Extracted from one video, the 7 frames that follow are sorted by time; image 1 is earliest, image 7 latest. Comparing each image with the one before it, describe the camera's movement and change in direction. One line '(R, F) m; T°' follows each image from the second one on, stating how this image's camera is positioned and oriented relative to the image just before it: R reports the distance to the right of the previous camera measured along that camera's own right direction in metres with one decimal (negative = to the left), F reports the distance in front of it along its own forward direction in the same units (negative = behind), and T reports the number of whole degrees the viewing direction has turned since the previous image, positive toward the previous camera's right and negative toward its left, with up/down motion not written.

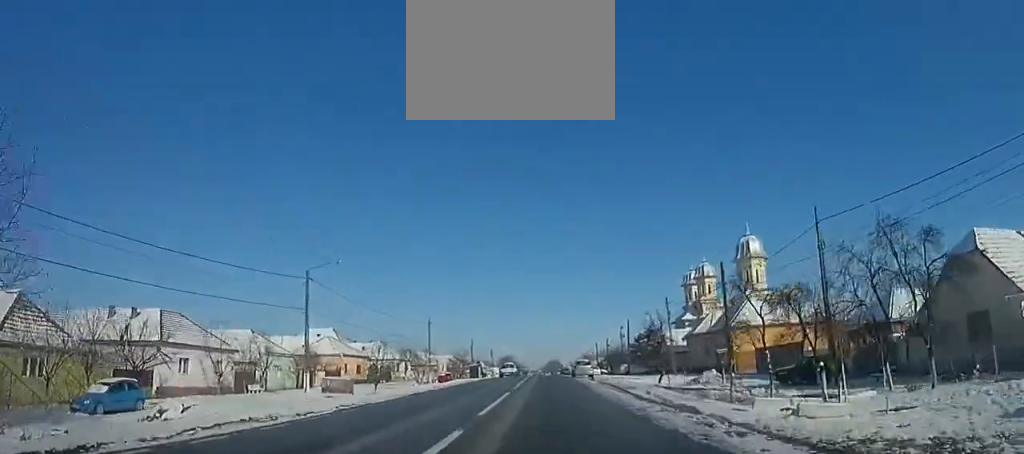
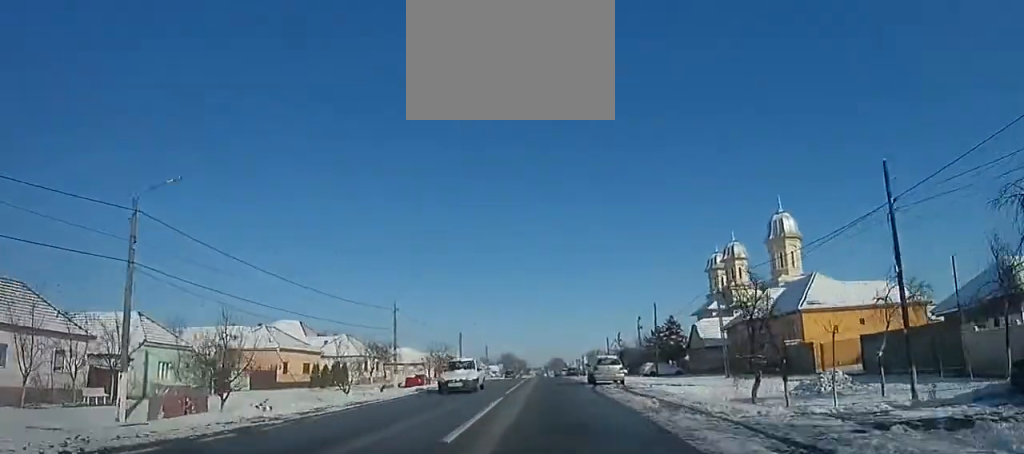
(-0.9, +13.9) m; -1°
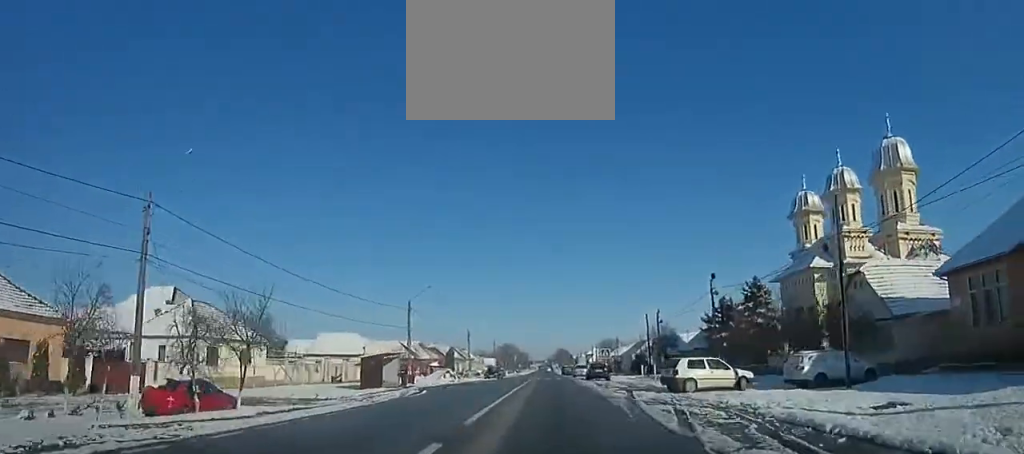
(0.0, +28.5) m; +1°
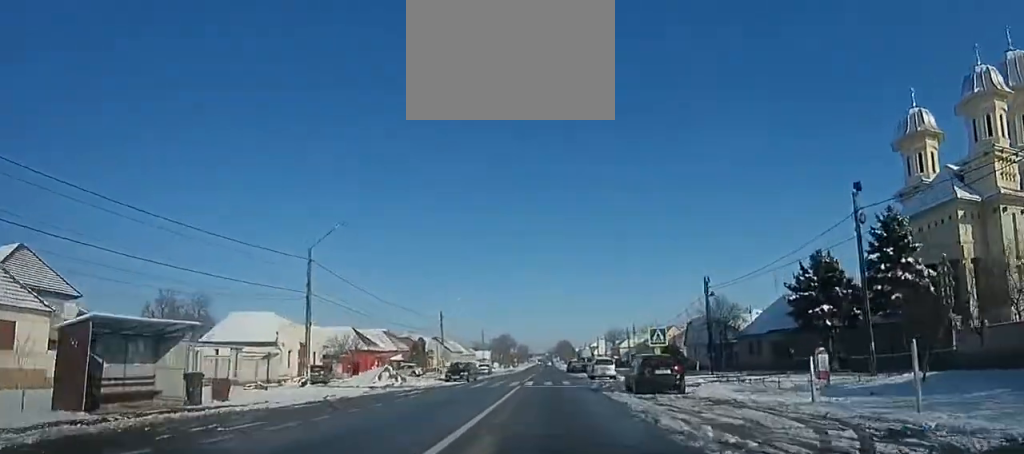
(+0.1, +19.3) m; 0°
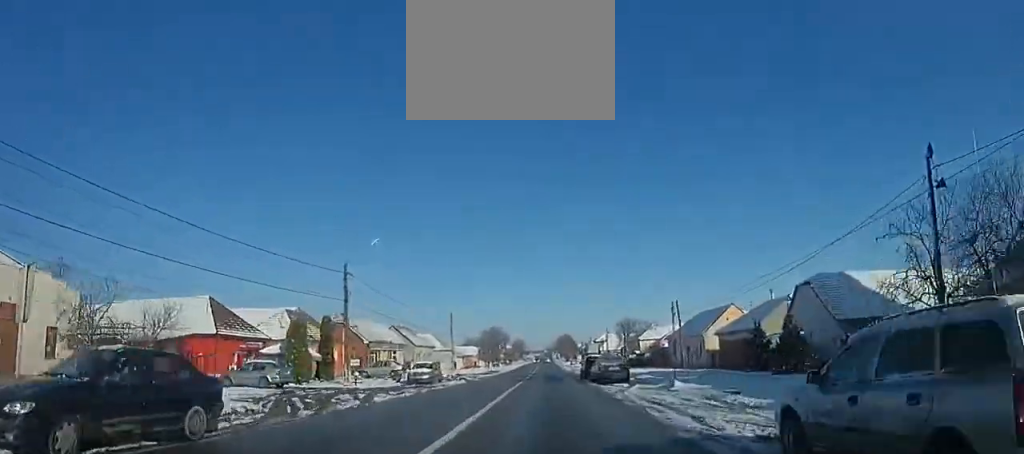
(+0.1, +32.3) m; -1°
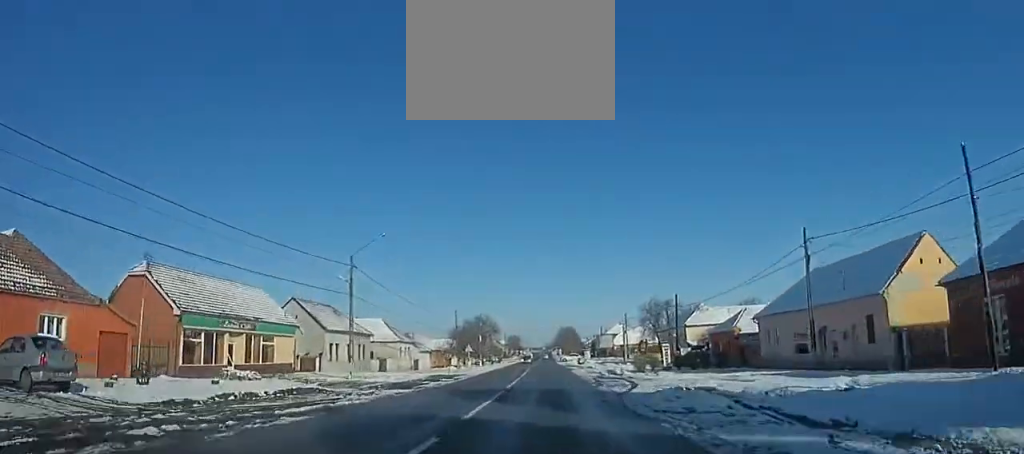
(-0.9, +40.2) m; 0°
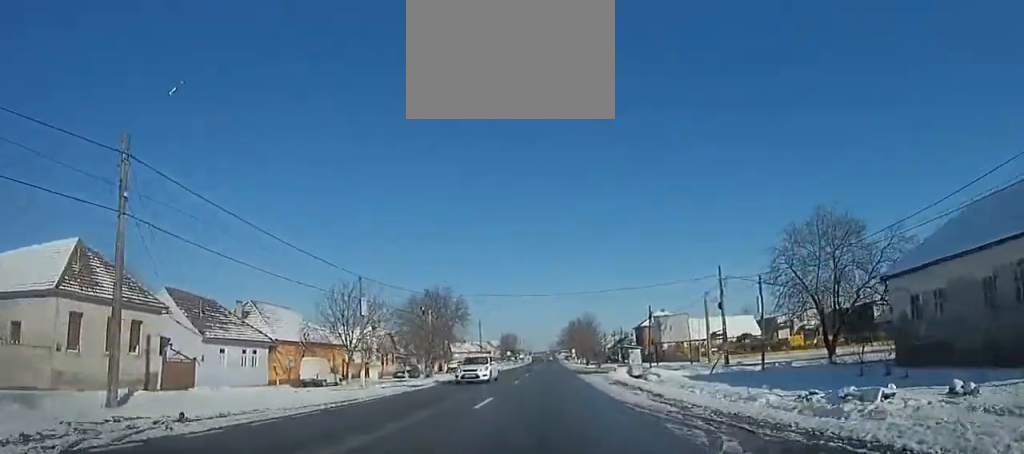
(+0.8, +62.2) m; 0°
